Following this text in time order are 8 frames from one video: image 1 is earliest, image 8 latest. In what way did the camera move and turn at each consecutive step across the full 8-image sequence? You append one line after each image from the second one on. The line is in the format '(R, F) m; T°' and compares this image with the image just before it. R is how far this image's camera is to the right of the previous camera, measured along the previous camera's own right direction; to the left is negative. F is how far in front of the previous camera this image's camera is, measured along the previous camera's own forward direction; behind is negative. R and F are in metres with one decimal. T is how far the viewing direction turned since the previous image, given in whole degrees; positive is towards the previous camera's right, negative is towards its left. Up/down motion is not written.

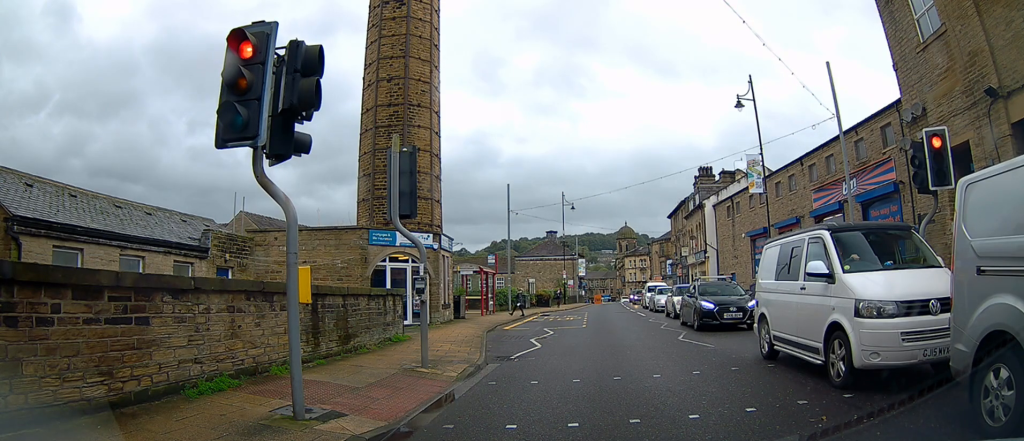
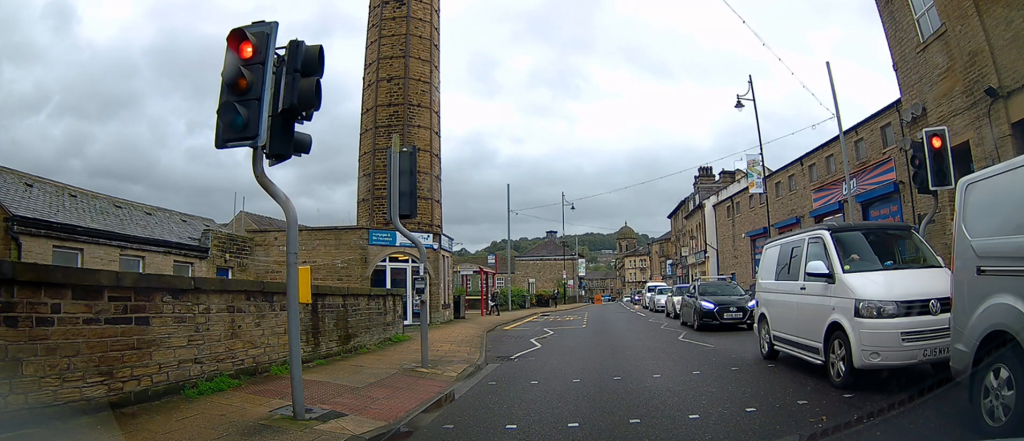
(0.0, 0.0) m; 0°
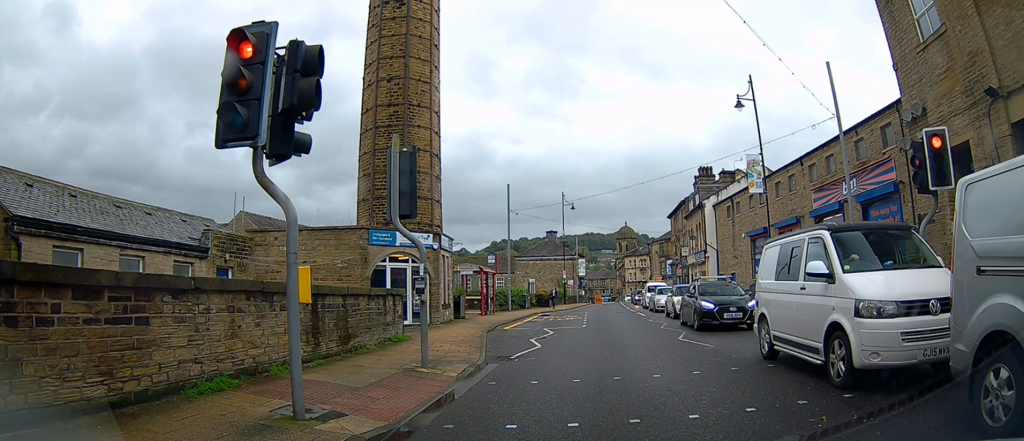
(0.0, 0.0) m; 0°
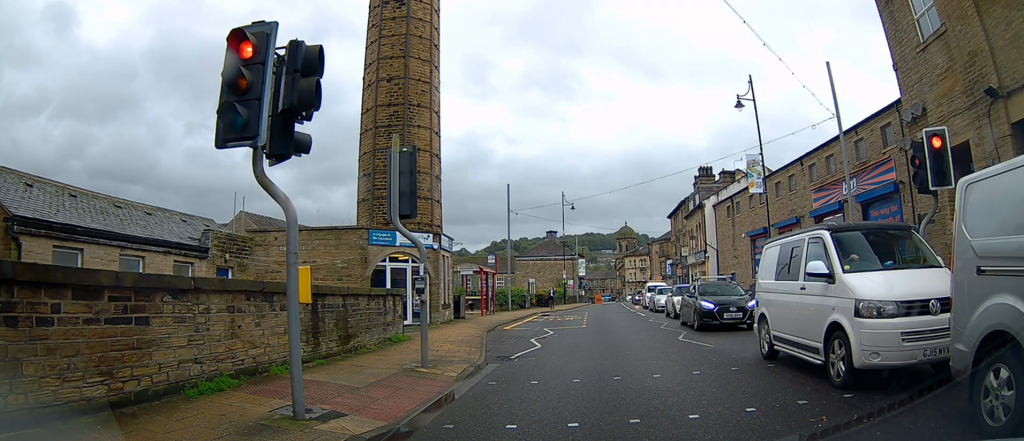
(0.0, 0.0) m; 0°
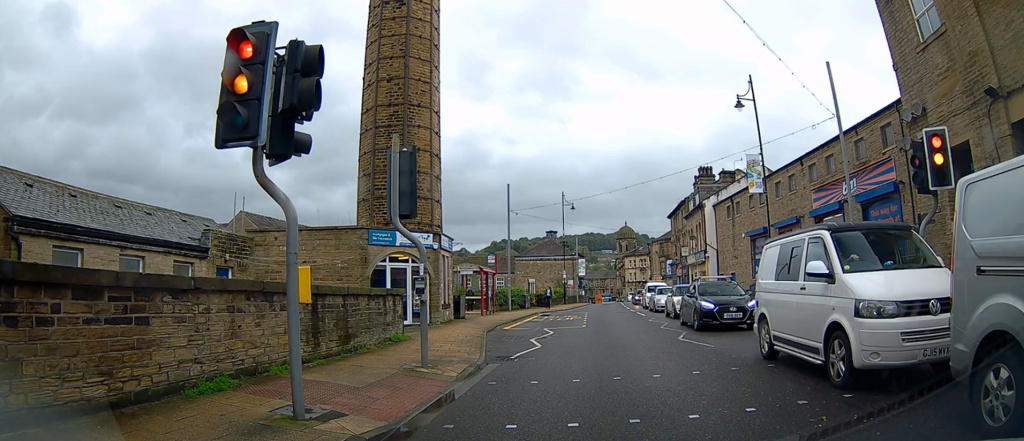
(0.0, 0.0) m; 0°
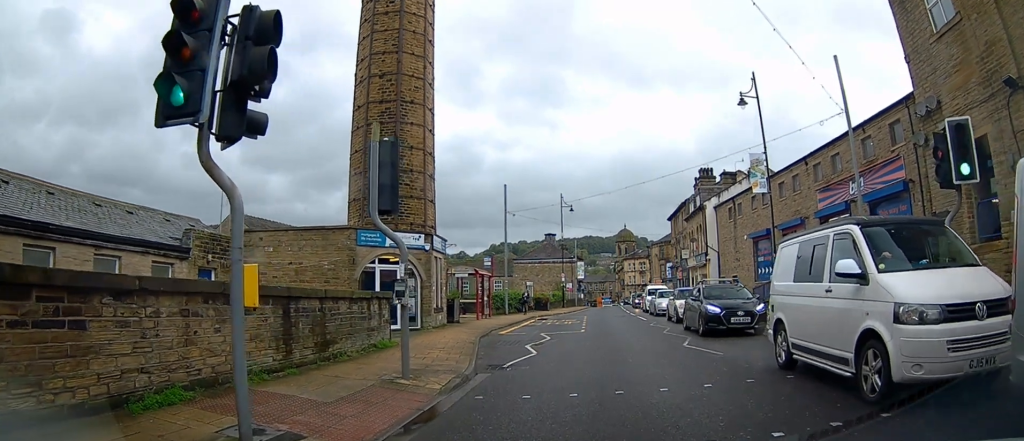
(+0.1, +0.6) m; -1°
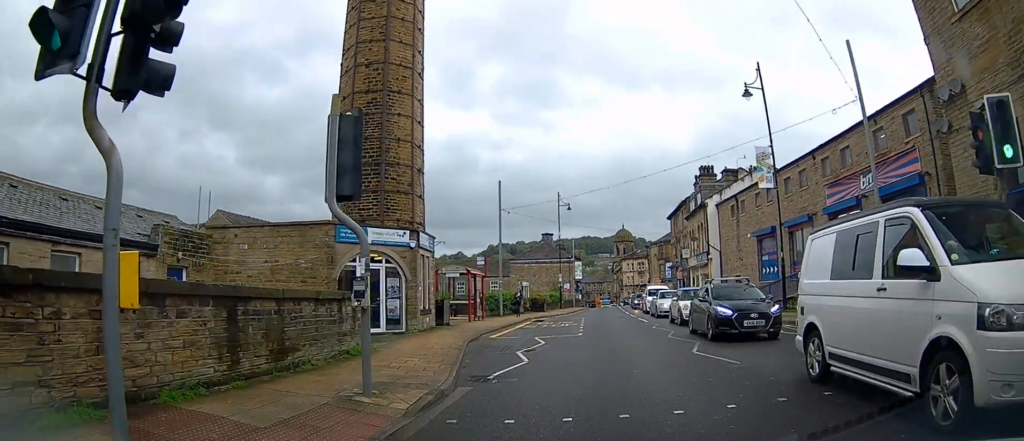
(0.0, +0.6) m; -3°
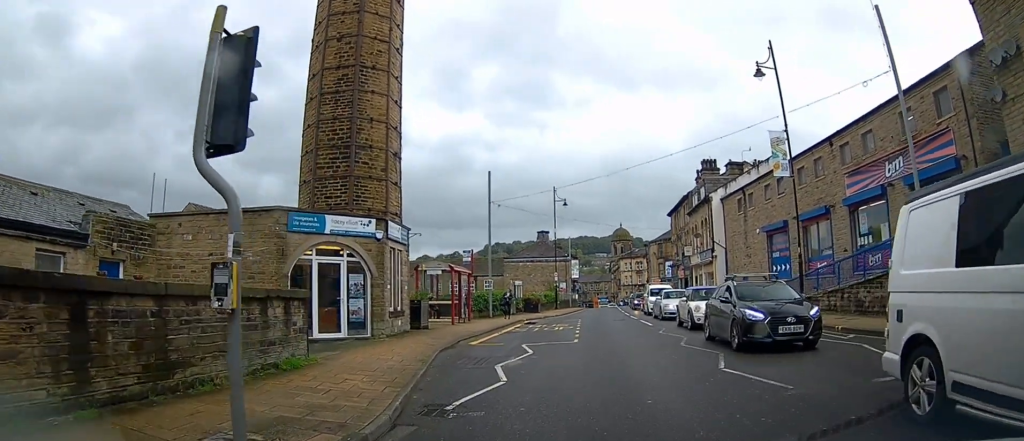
(-0.1, +2.2) m; -5°
